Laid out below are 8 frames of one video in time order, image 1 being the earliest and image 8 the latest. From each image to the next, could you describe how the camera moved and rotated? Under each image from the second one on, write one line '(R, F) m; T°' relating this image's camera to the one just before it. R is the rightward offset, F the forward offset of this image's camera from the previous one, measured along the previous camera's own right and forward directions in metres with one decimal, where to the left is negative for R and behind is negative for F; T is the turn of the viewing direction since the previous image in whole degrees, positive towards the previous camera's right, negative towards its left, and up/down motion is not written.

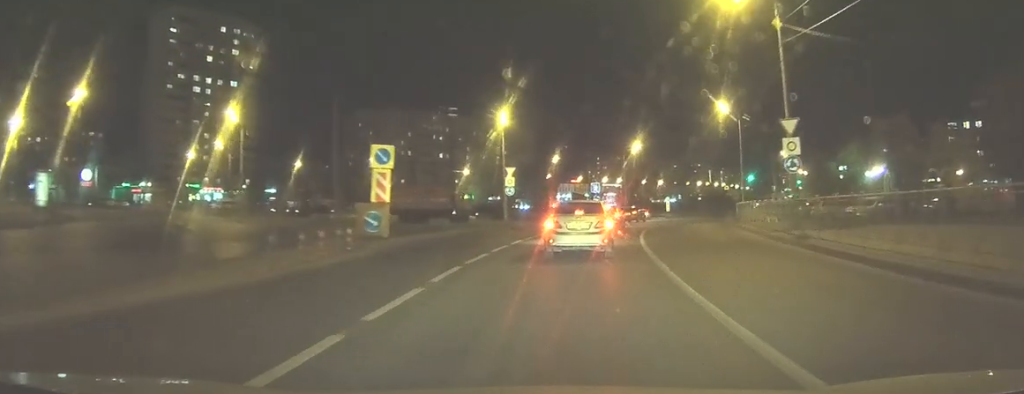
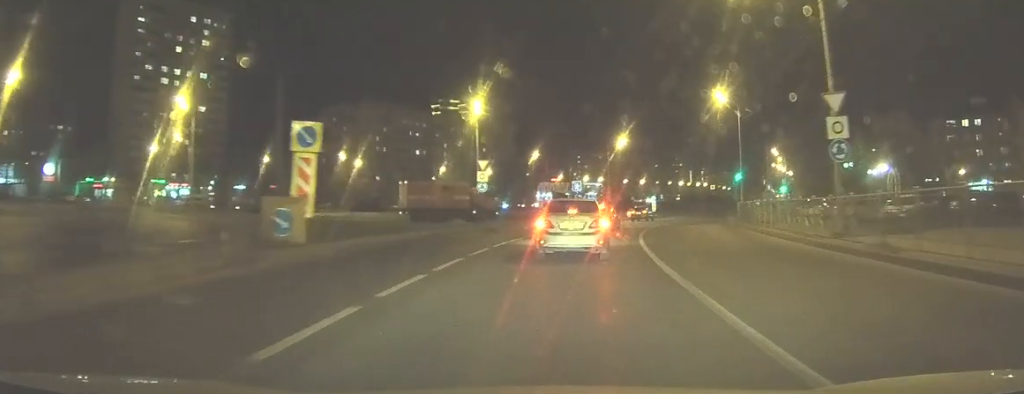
(0.0, +6.2) m; +1°
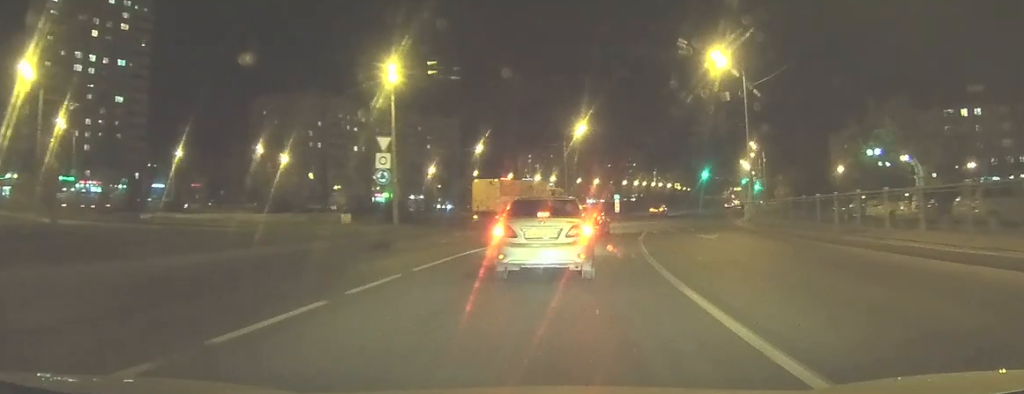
(+0.4, +14.4) m; +3°
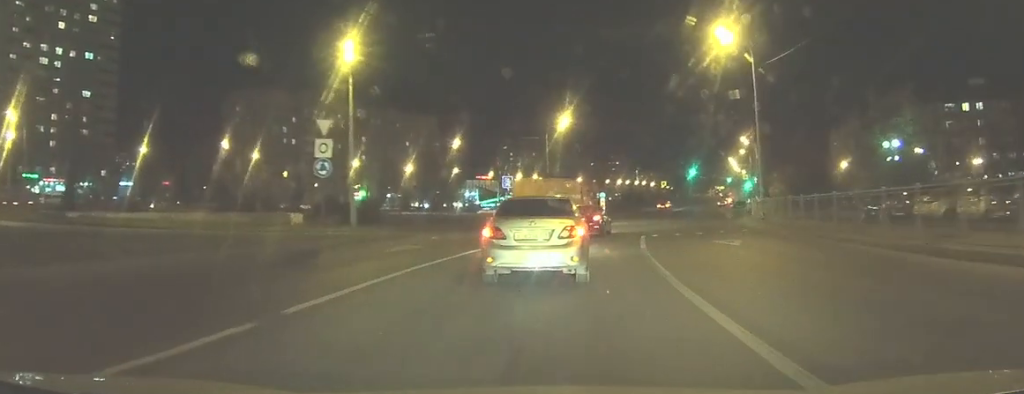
(+0.1, +6.0) m; +2°
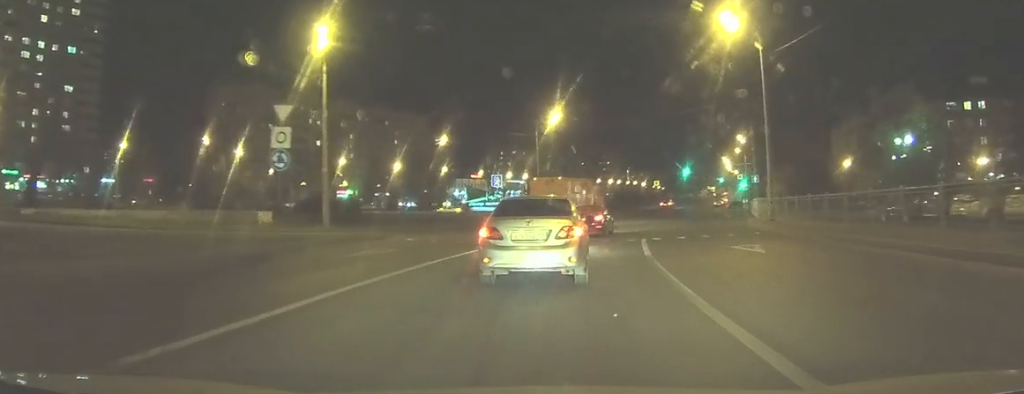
(+0.1, +3.3) m; +1°
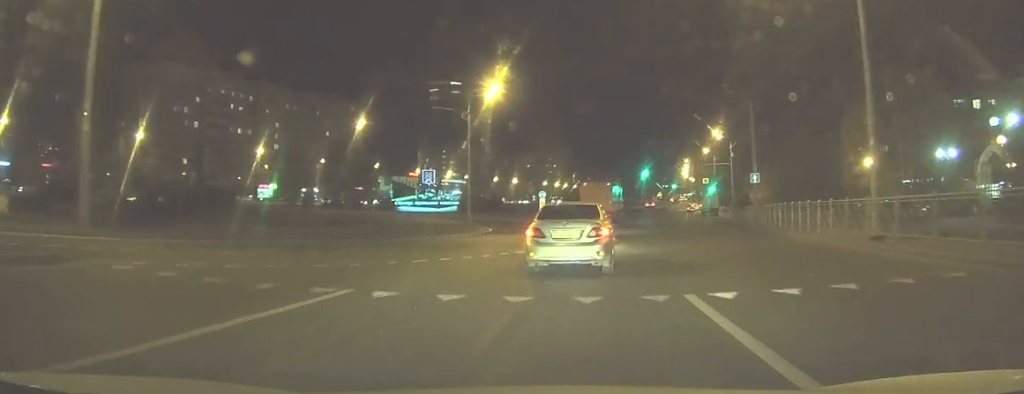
(+1.1, +16.5) m; +8°
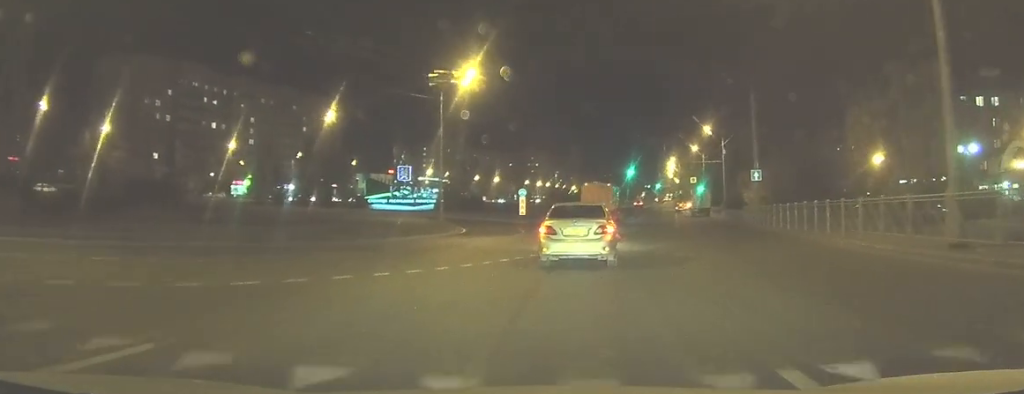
(0.0, +4.8) m; +1°
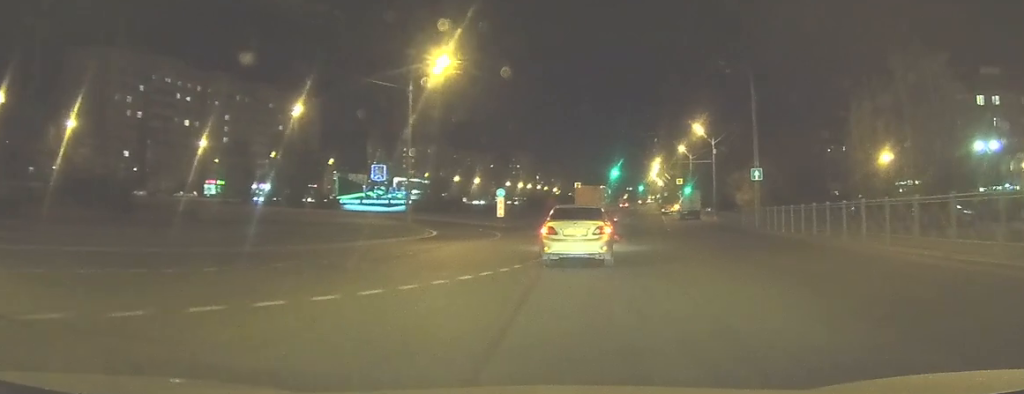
(+0.1, +4.3) m; +1°
